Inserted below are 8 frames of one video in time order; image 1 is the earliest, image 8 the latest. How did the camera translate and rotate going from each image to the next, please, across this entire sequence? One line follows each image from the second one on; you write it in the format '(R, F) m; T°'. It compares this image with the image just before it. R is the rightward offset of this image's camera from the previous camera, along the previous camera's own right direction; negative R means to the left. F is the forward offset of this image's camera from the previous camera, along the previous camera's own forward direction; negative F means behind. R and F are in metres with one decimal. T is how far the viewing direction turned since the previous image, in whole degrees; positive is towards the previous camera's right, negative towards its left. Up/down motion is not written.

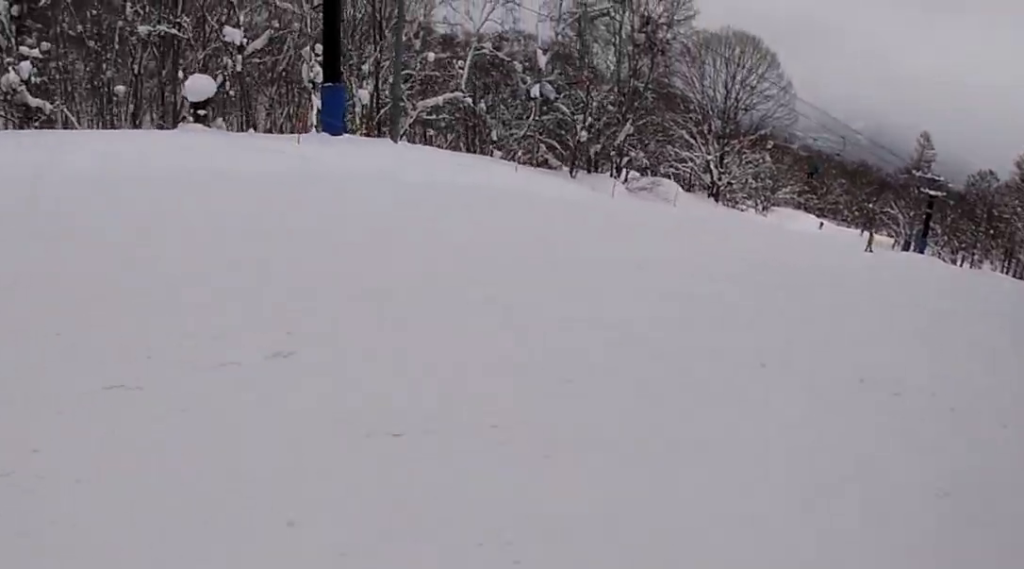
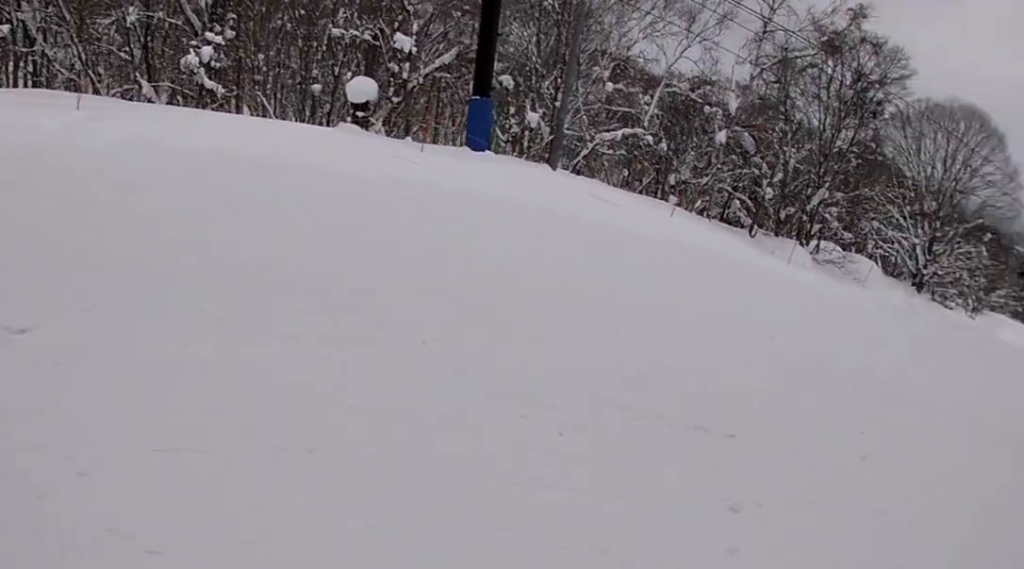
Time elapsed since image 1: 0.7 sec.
(-0.5, +2.9) m; -16°
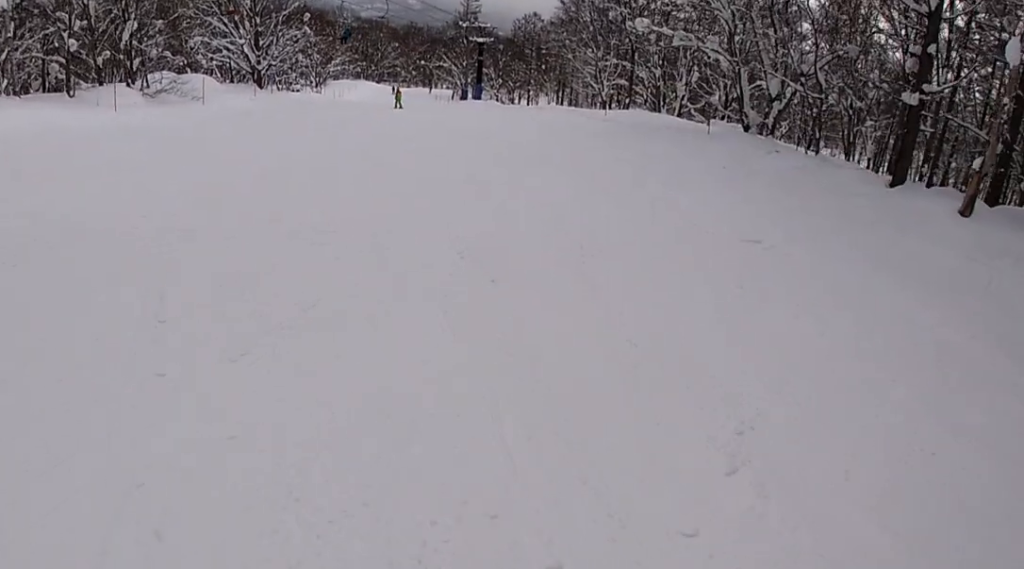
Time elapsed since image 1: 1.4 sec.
(-0.7, +2.6) m; -14°
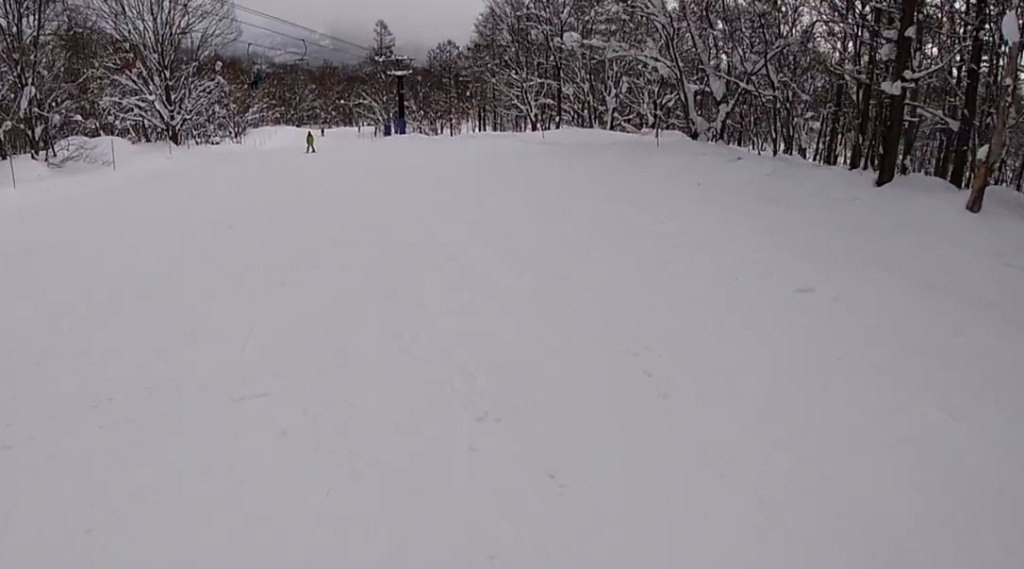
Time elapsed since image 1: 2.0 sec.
(0.0, +3.1) m; +15°
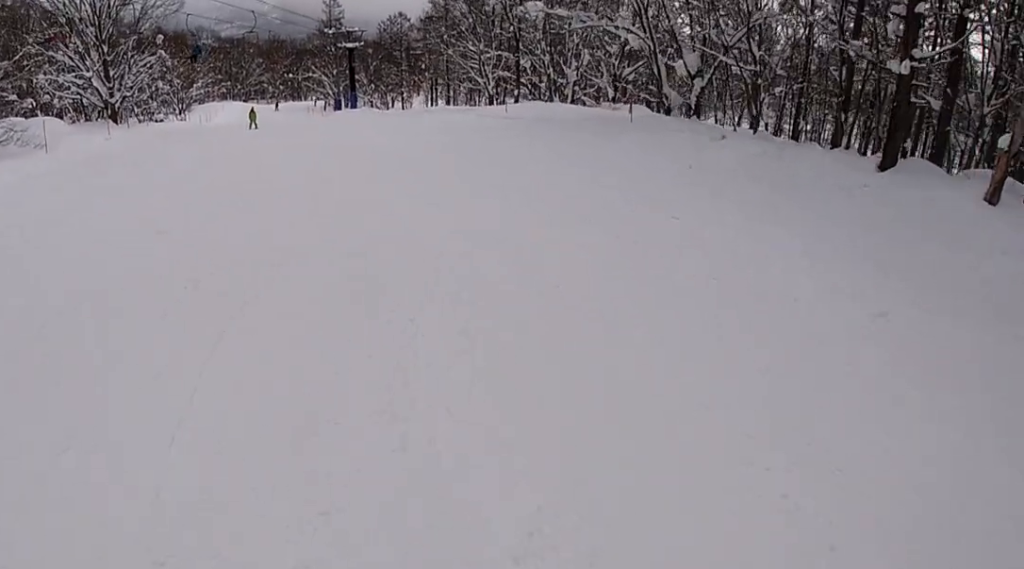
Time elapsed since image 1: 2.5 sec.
(+0.1, +2.0) m; +7°
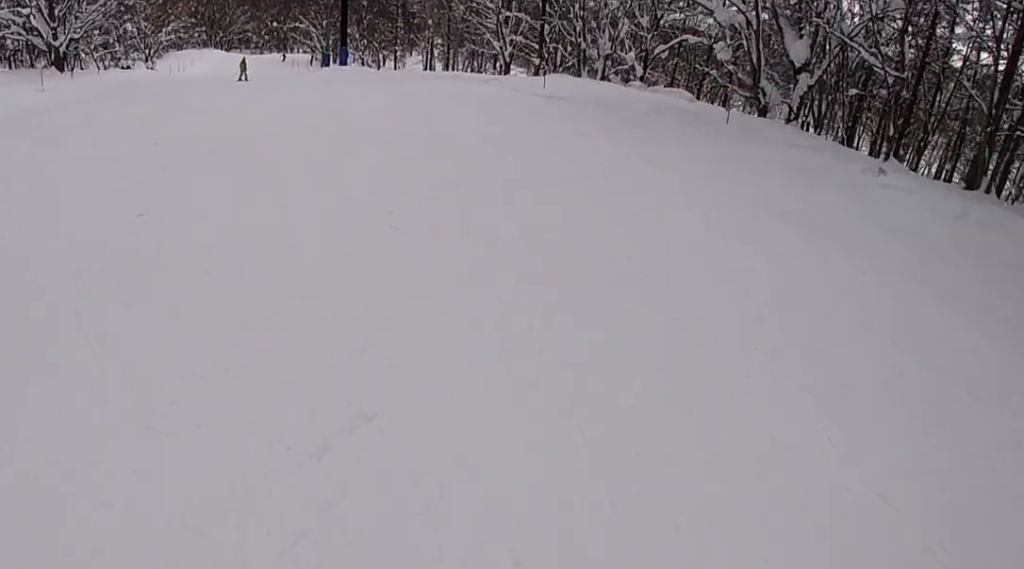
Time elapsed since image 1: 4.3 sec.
(0.0, +7.4) m; -3°
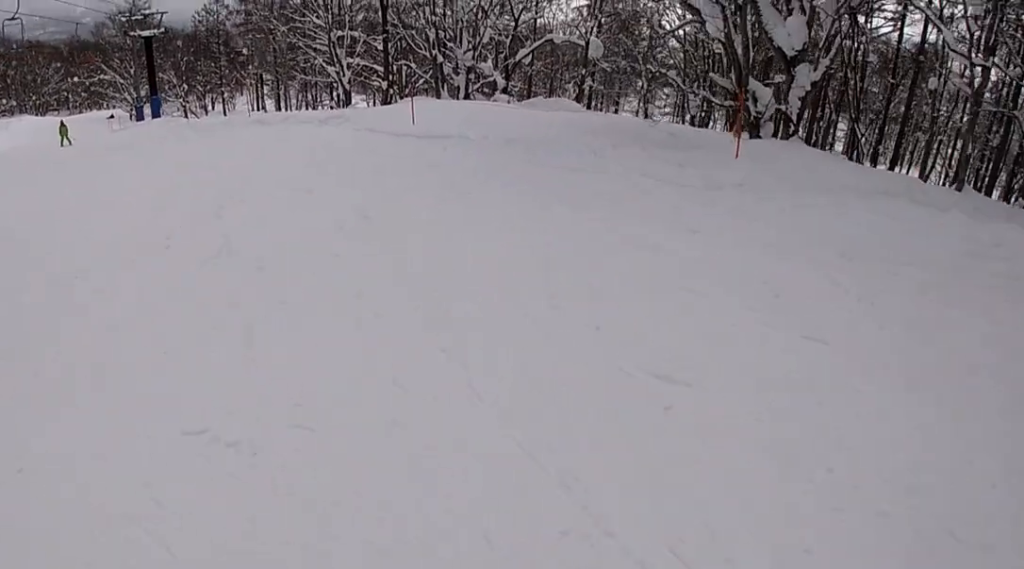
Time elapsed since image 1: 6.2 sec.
(+2.2, +9.0) m; +14°
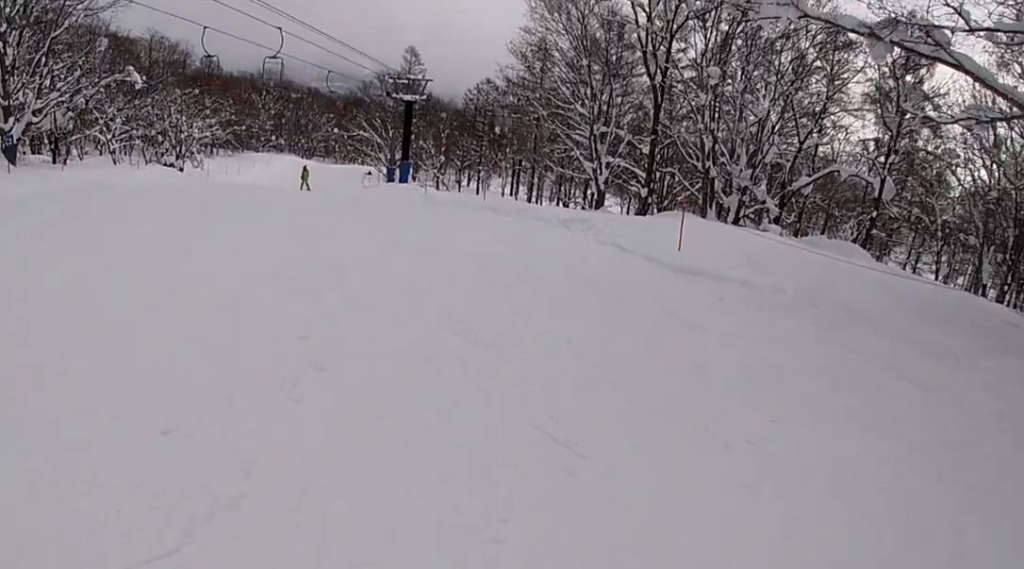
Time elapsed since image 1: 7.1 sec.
(0.0, +4.2) m; -9°
